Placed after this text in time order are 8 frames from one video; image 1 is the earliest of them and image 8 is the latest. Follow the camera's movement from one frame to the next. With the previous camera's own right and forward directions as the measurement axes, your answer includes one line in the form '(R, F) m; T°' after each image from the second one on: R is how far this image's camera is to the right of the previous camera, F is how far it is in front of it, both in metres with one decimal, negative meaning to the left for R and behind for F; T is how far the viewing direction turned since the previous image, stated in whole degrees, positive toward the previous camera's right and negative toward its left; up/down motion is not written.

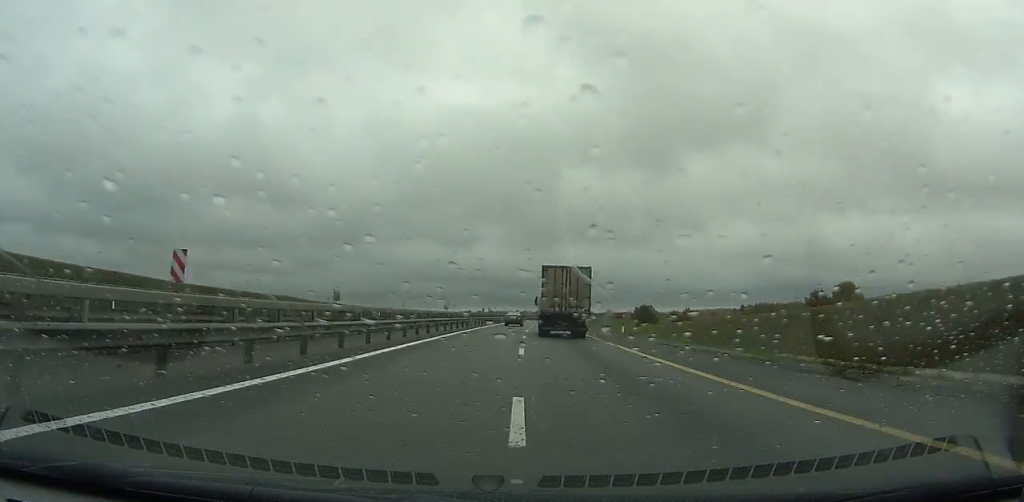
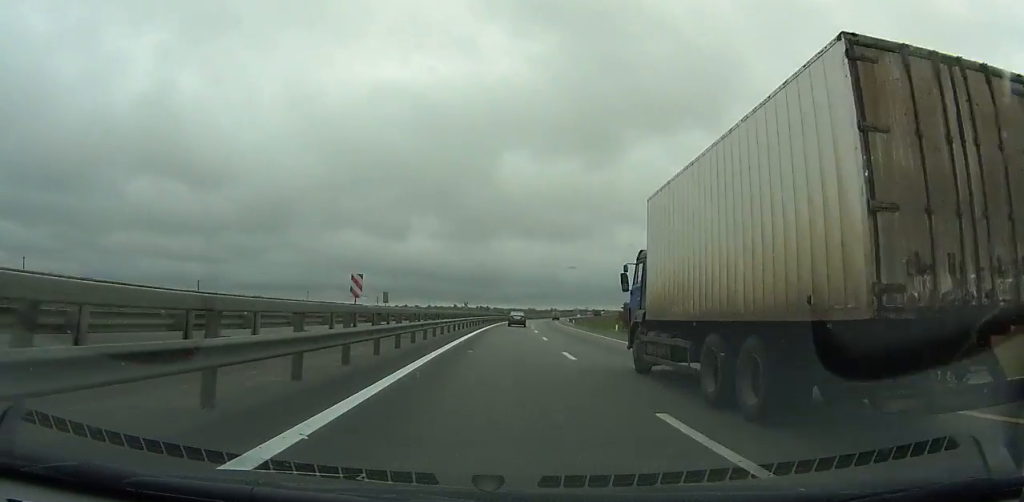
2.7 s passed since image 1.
(+2.9, +85.3) m; +5°
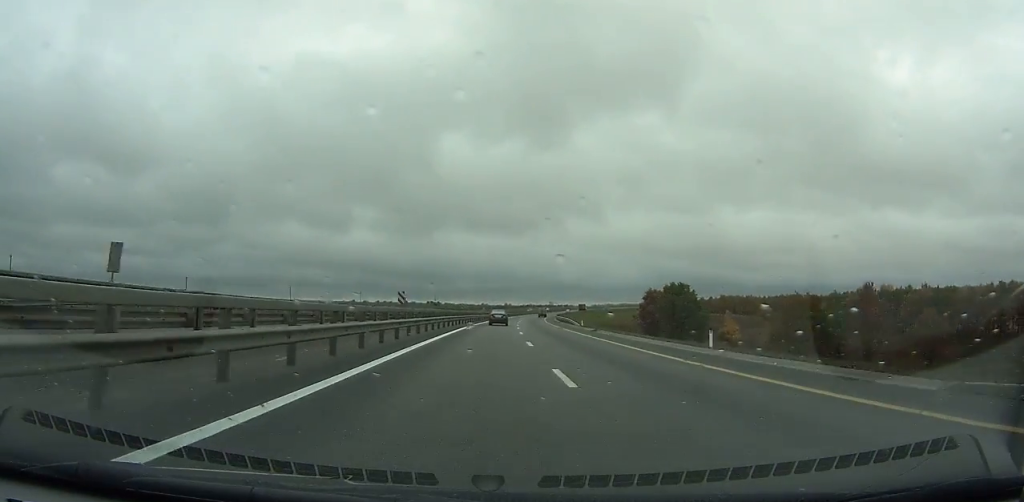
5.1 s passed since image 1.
(+2.5, +76.6) m; +4°
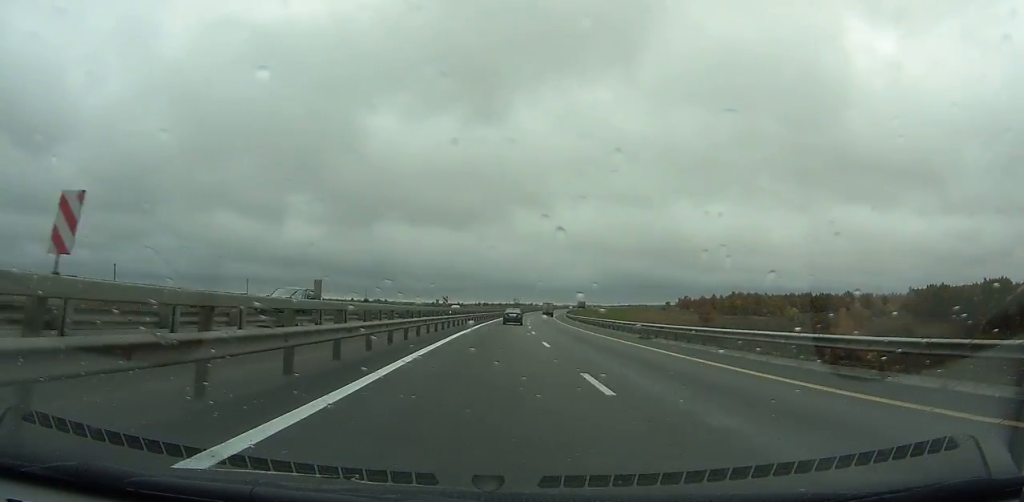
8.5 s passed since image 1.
(+5.7, +109.1) m; +5°
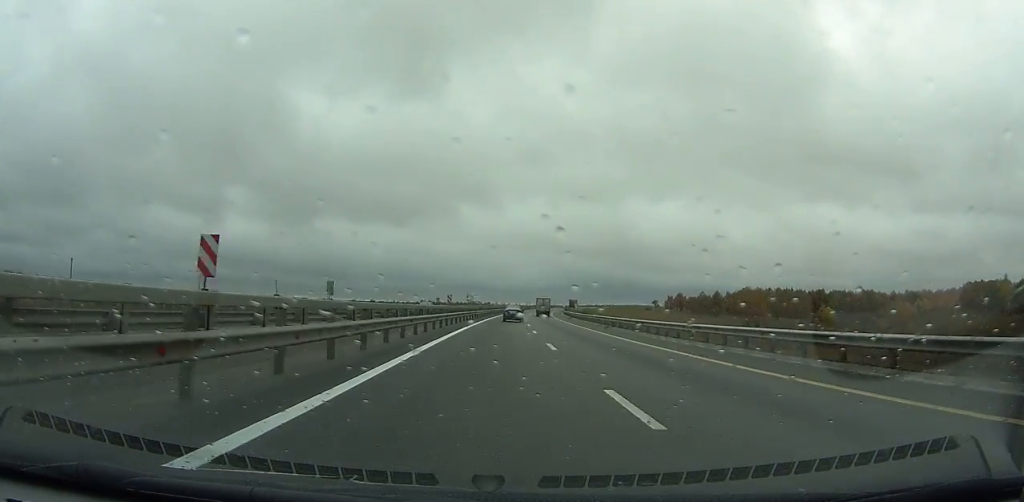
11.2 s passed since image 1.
(+2.7, +86.6) m; +4°
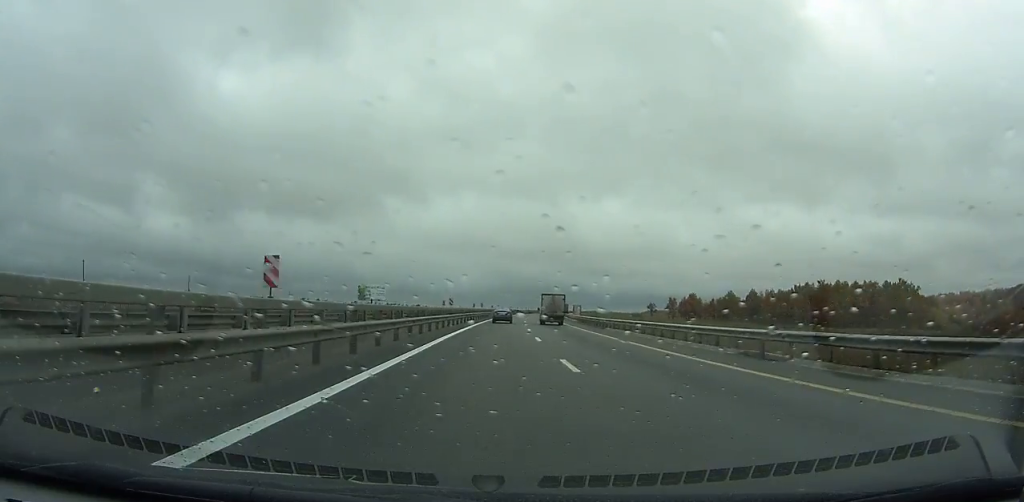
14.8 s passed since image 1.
(+6.1, +114.4) m; +5°
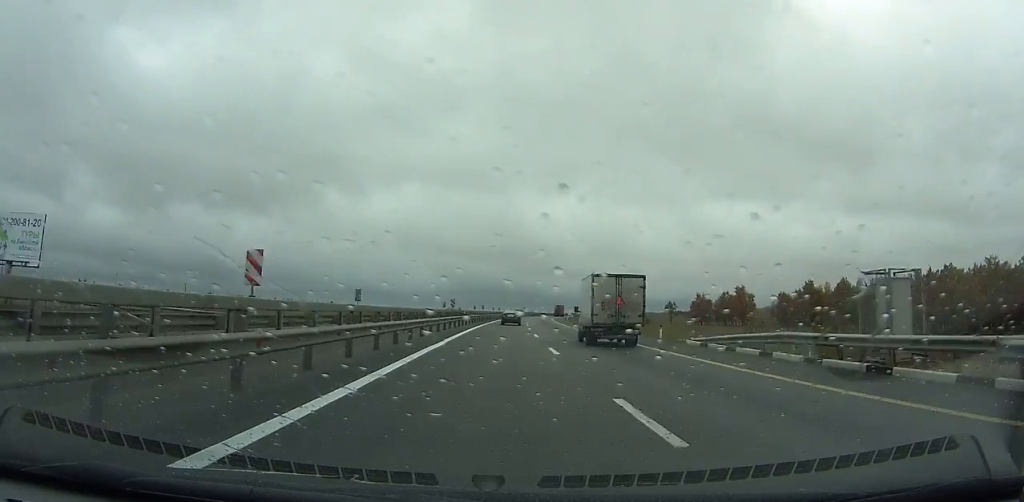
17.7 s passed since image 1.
(+3.3, +91.5) m; +4°
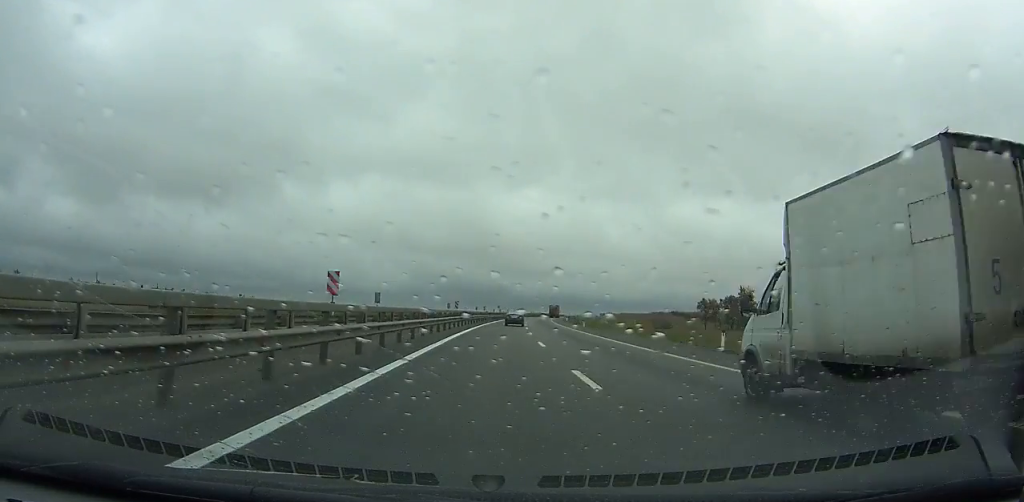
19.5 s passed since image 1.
(+0.5, +56.5) m; +3°
